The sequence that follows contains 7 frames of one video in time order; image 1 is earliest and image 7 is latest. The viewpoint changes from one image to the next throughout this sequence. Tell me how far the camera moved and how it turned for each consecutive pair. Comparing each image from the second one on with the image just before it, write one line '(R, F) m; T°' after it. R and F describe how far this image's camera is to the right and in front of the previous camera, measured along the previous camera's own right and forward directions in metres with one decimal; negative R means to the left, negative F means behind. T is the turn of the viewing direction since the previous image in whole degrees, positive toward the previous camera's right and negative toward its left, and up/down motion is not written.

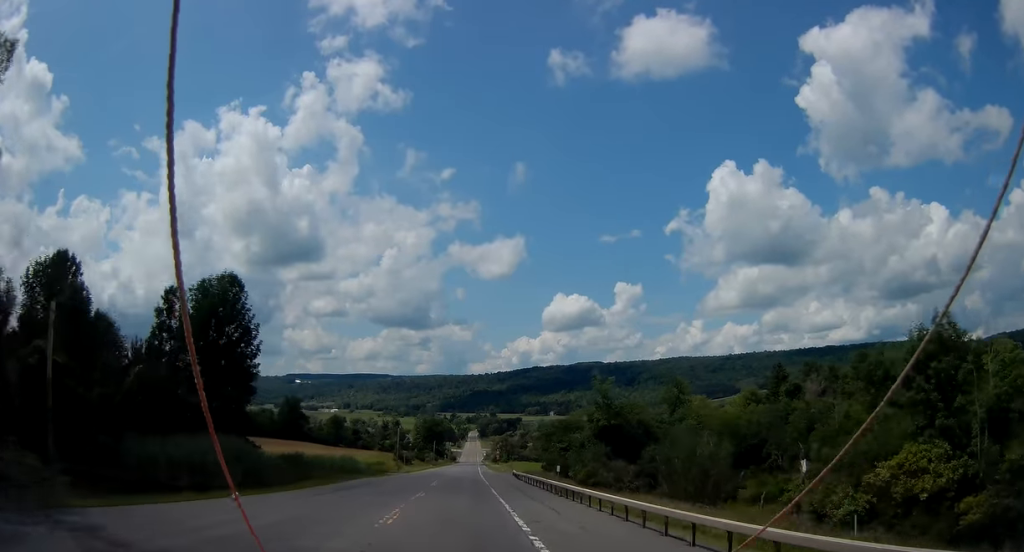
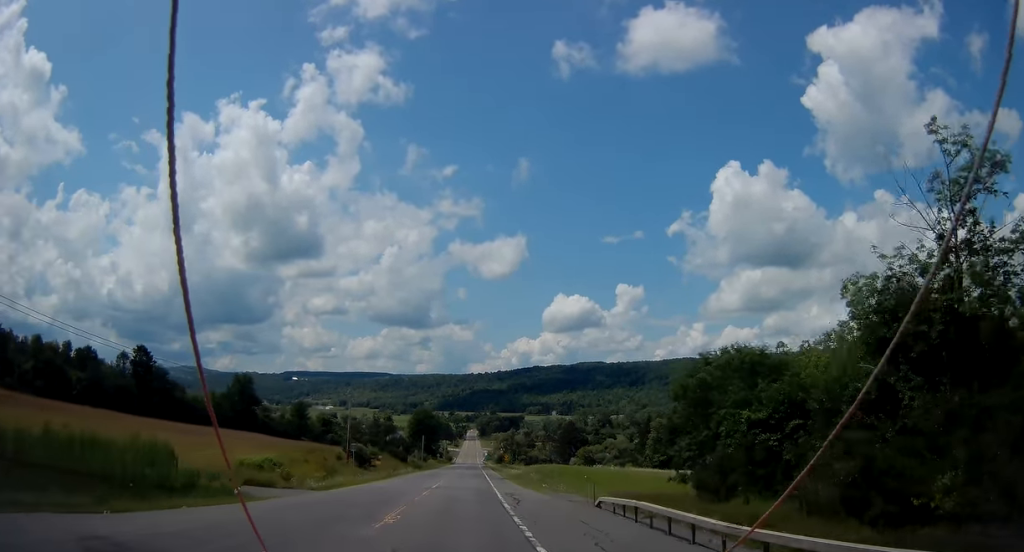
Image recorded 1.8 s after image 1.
(0.0, +46.4) m; 0°
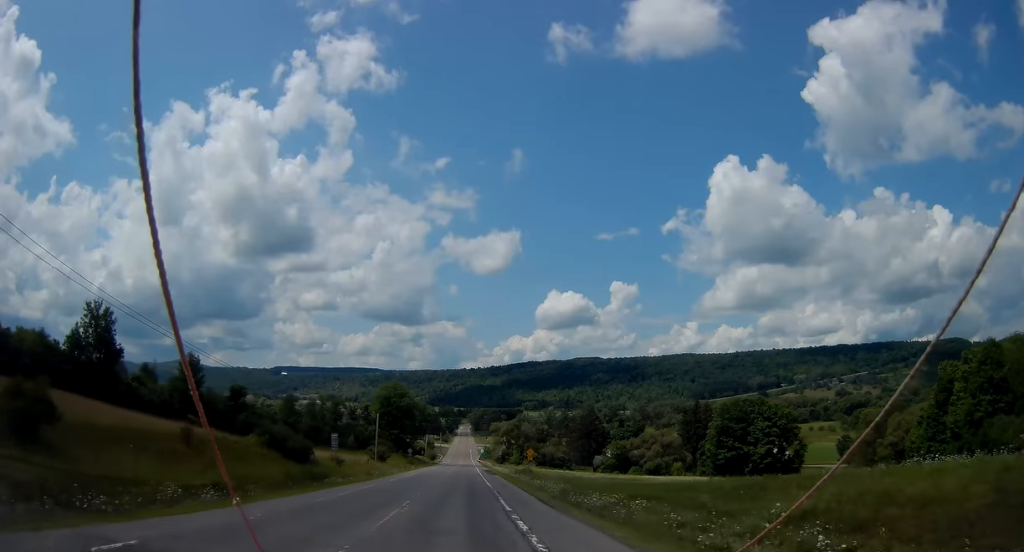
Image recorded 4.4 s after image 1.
(+0.8, +68.5) m; +1°
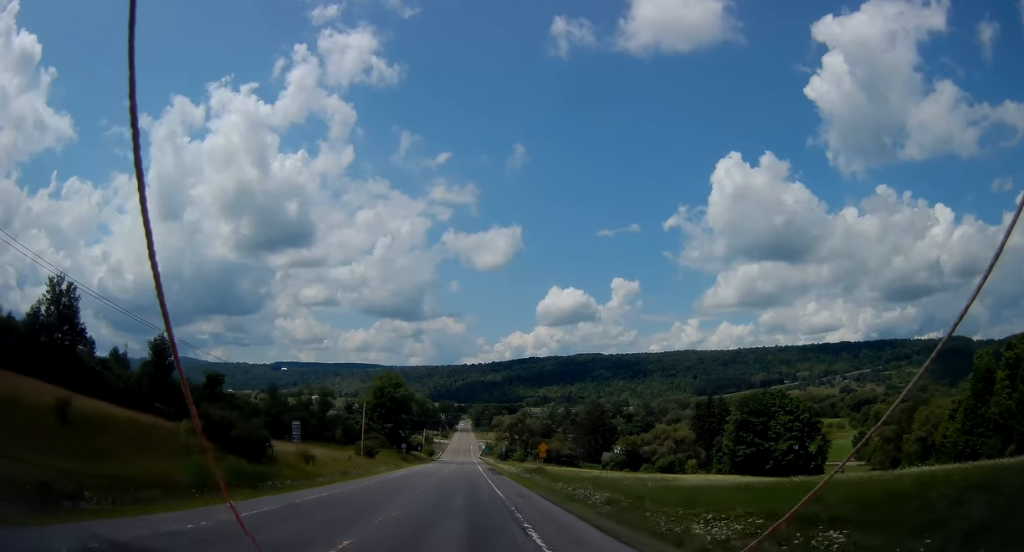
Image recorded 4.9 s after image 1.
(+0.2, +12.1) m; 0°
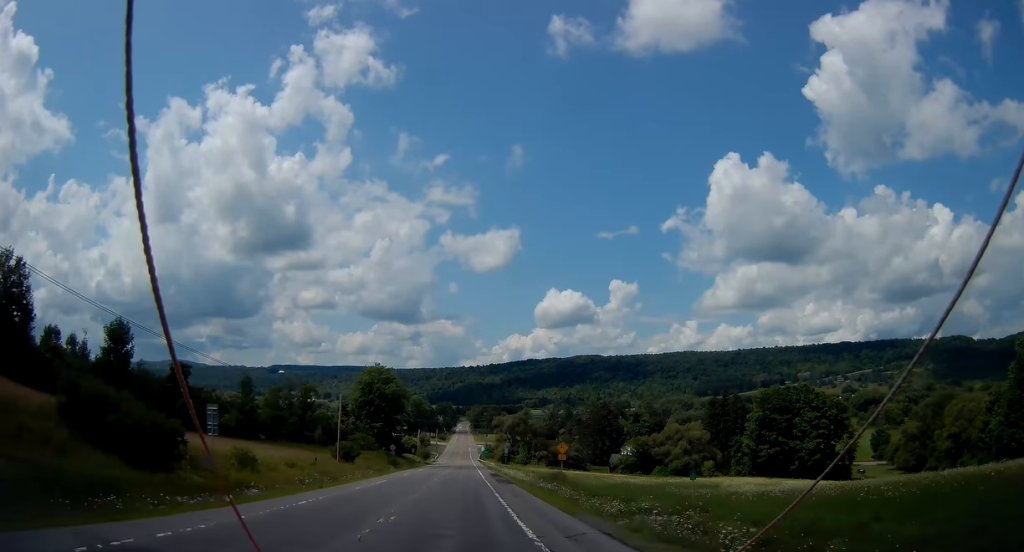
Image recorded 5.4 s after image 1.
(-0.2, +13.8) m; 0°
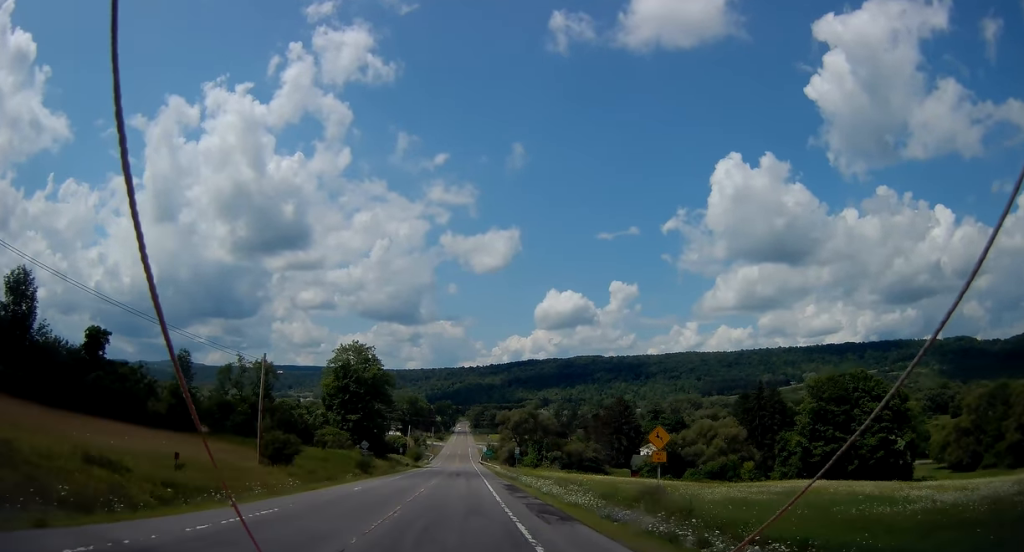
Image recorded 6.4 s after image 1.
(-0.1, +24.9) m; 0°
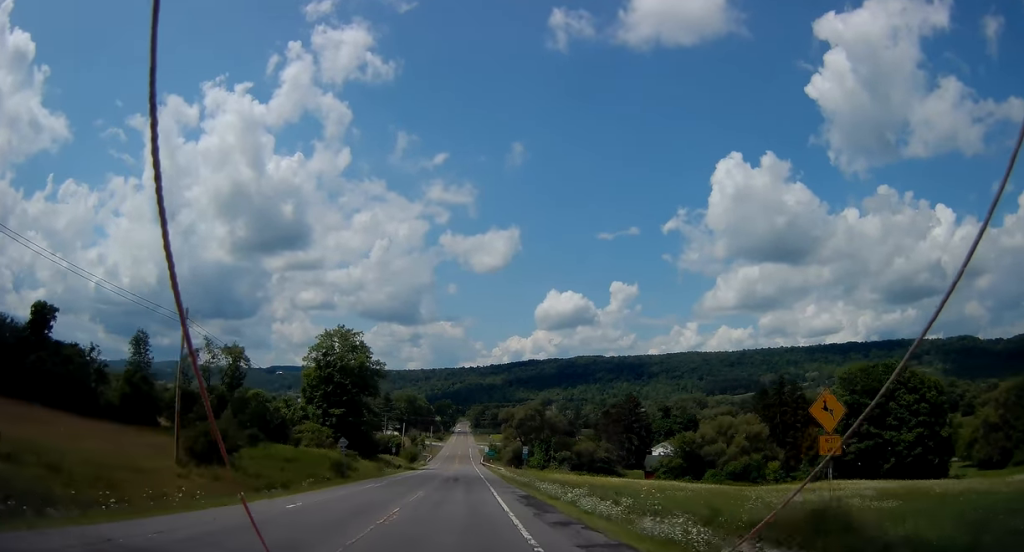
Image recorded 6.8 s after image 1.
(+0.1, +12.0) m; 0°
